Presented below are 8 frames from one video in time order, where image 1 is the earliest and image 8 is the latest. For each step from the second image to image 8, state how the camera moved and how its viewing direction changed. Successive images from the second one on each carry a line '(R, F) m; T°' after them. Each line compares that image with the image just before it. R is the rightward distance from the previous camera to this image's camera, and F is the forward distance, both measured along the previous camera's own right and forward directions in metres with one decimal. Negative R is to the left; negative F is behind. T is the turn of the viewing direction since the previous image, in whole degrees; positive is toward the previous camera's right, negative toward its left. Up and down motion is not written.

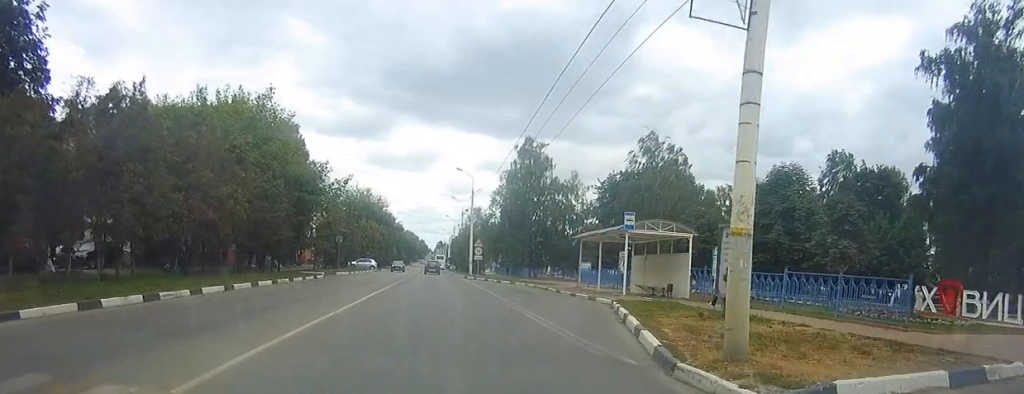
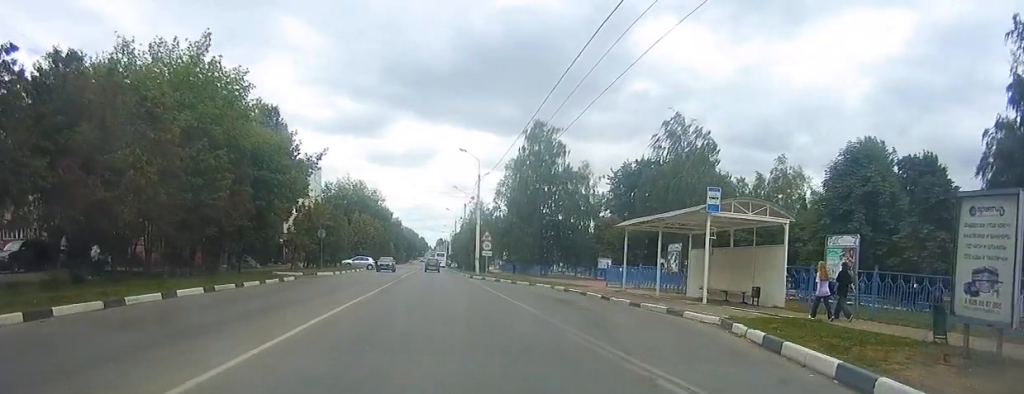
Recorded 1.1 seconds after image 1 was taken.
(+0.4, +7.8) m; +2°
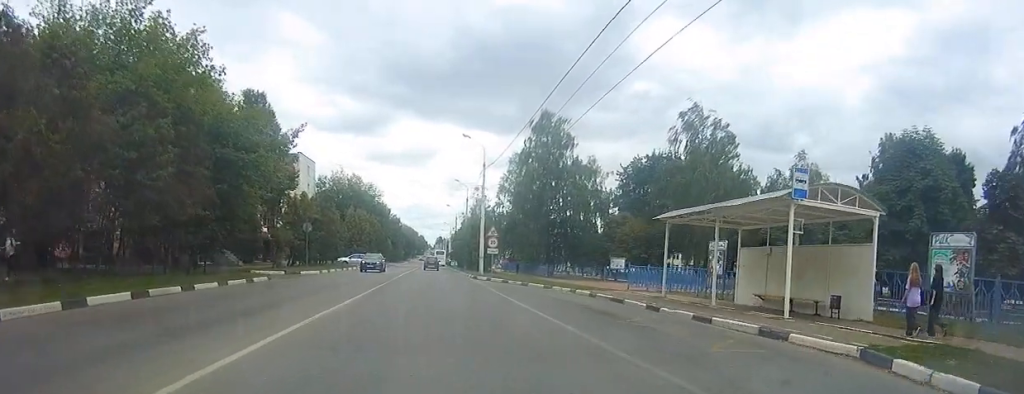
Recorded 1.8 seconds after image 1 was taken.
(0.0, +4.6) m; -1°
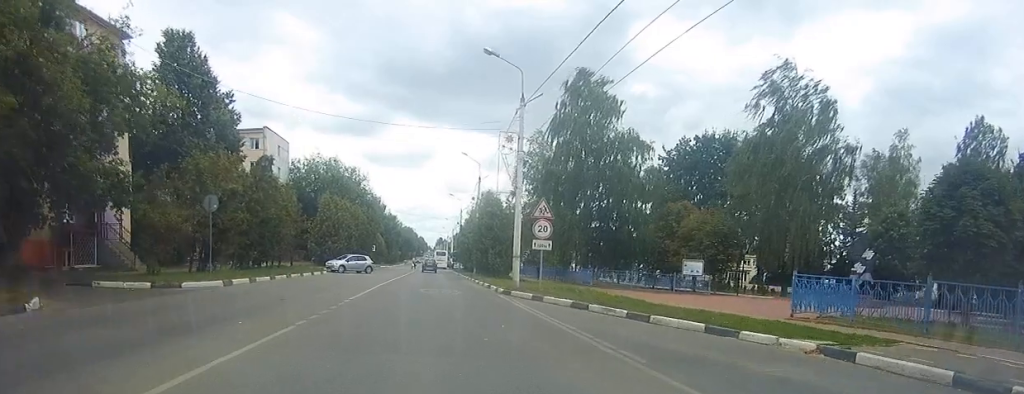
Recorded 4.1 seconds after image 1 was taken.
(+0.1, +17.4) m; -1°
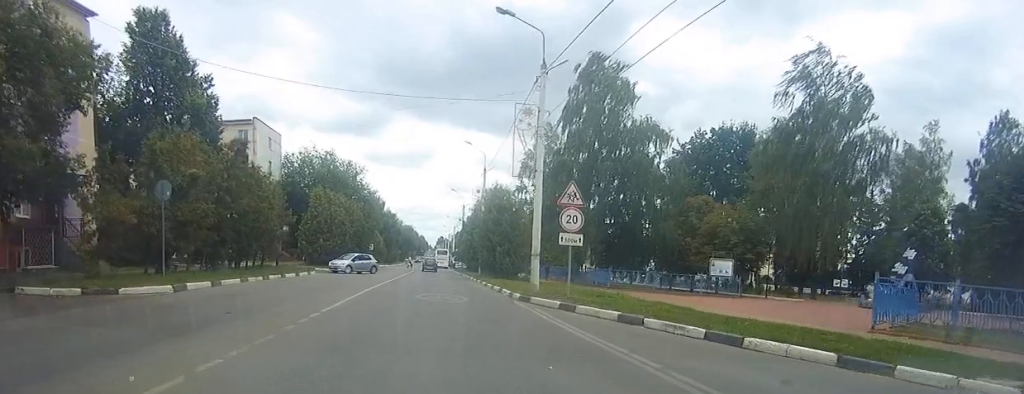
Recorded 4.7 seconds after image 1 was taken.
(0.0, +4.2) m; -2°
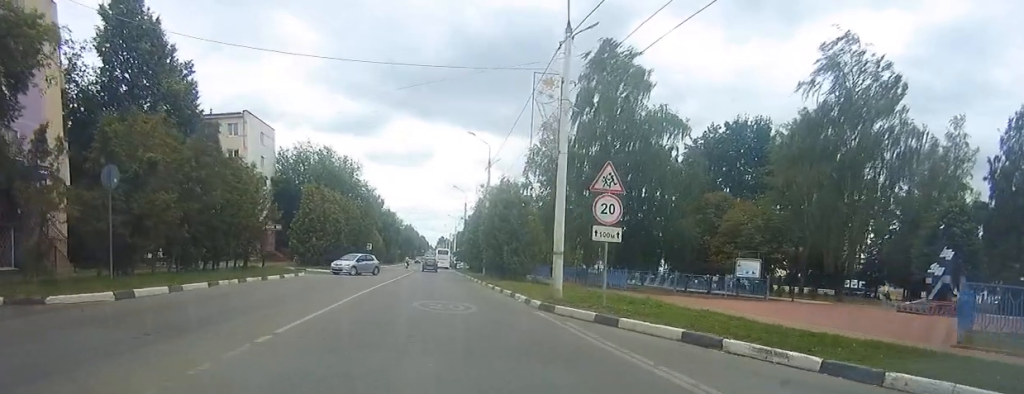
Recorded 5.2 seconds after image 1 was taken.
(-0.1, +3.2) m; -1°
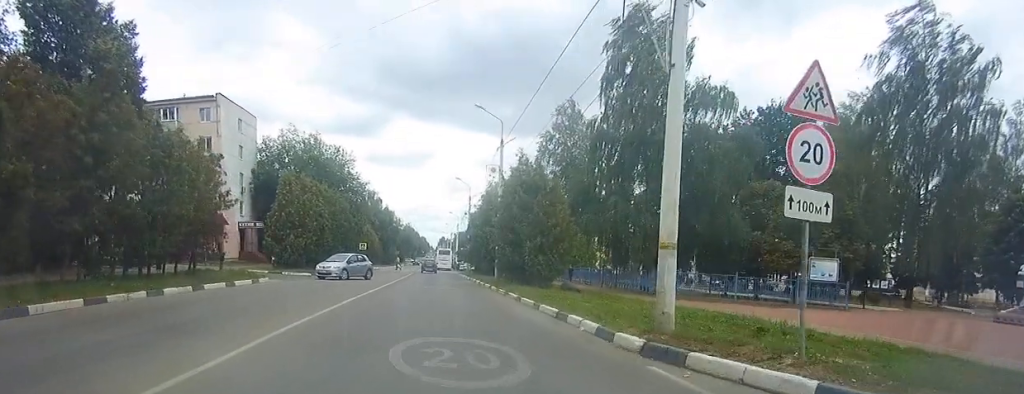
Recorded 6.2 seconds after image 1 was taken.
(0.0, +7.0) m; 0°
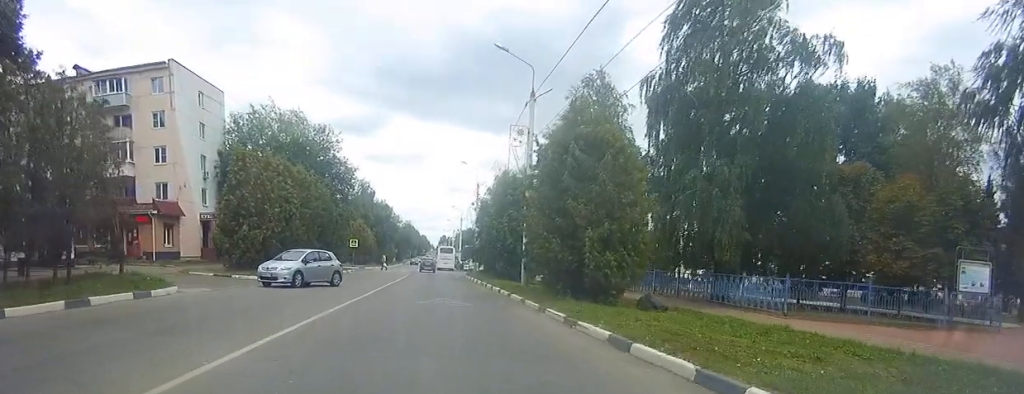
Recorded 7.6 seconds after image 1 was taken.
(+0.2, +9.6) m; +2°
